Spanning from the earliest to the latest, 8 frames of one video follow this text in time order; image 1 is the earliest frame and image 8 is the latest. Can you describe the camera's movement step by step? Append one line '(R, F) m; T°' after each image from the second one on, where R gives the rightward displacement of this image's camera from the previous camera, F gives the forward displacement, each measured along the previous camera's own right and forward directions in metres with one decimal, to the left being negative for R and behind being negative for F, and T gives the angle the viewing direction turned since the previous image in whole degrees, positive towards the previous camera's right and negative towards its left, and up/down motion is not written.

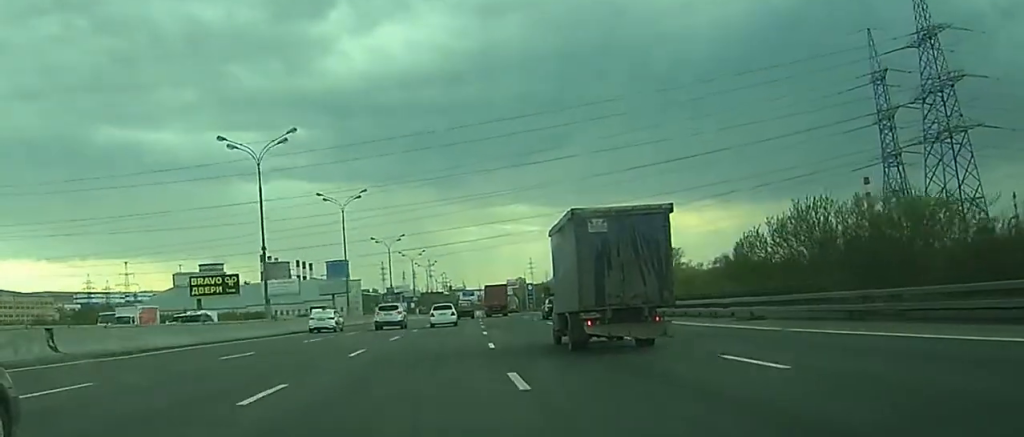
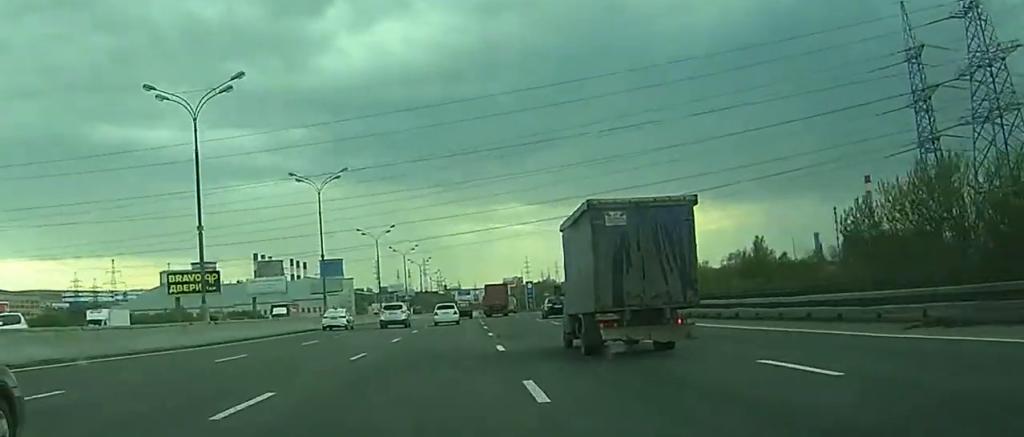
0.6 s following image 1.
(0.0, +14.1) m; 0°
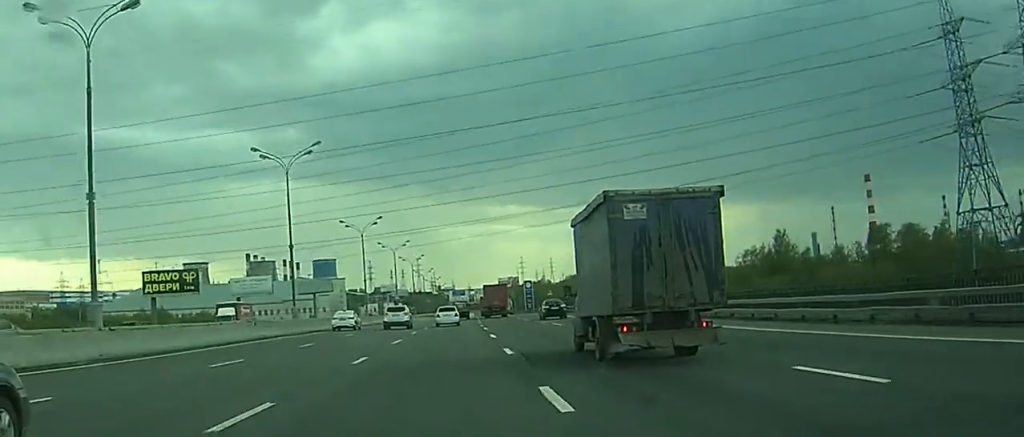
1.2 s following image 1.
(0.0, +13.3) m; +1°
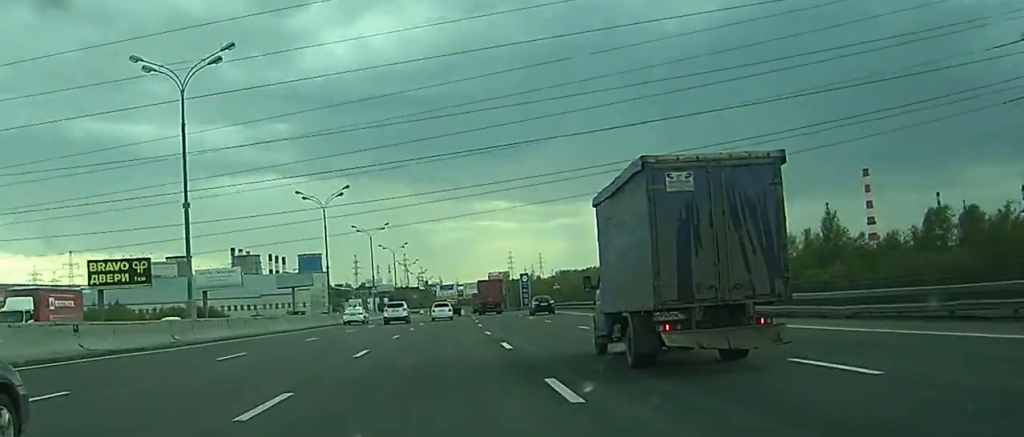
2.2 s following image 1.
(+0.2, +23.9) m; +1°
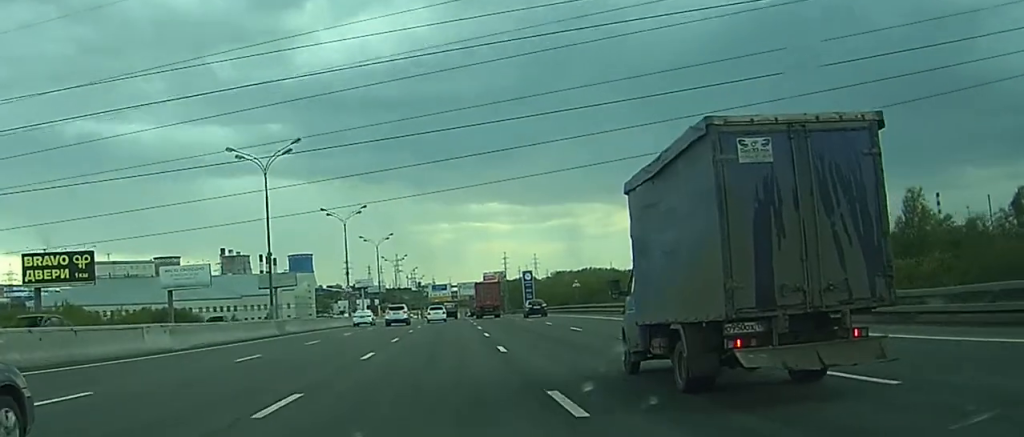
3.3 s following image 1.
(+0.1, +24.2) m; 0°
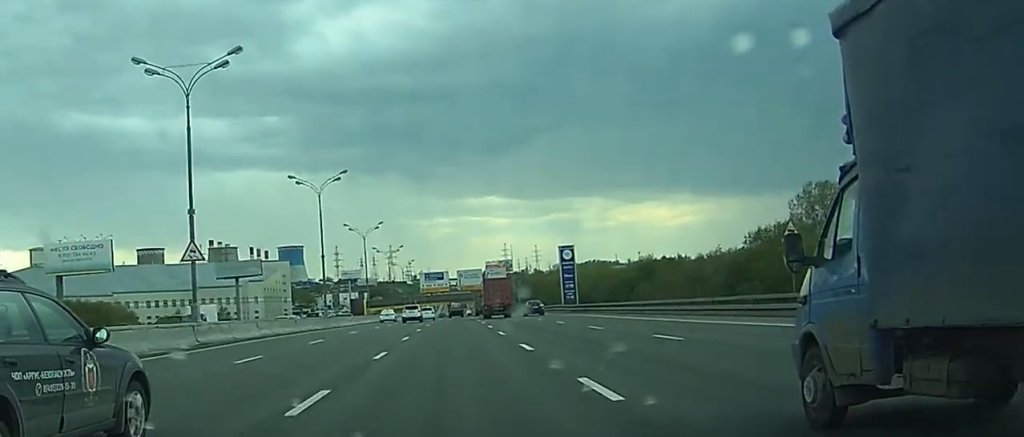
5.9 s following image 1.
(+0.6, +59.7) m; +1°
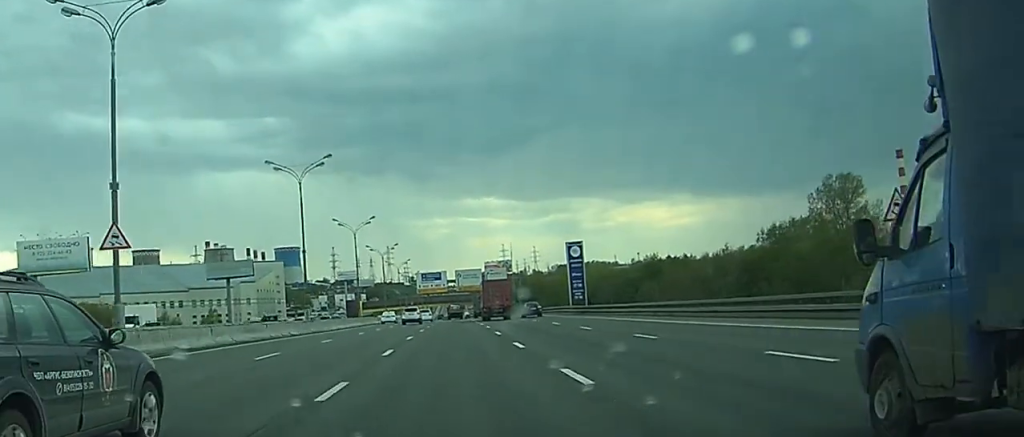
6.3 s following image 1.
(0.0, +8.9) m; 0°
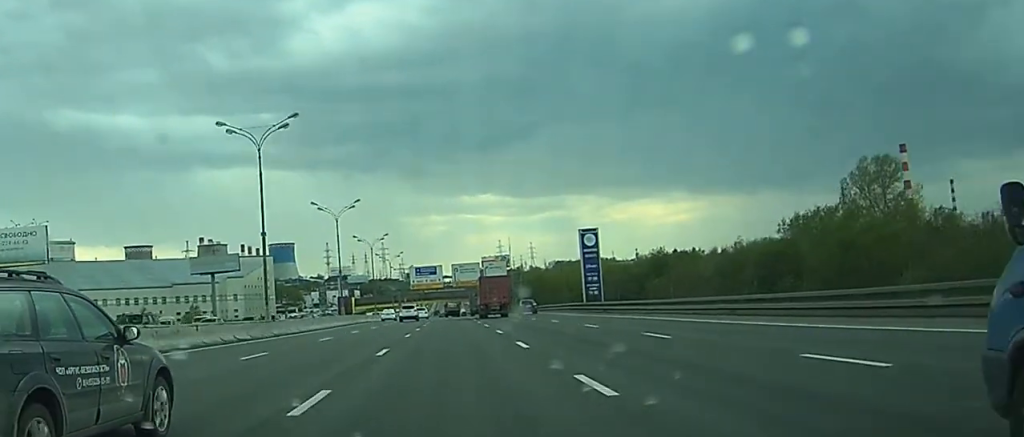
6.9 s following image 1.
(0.0, +13.3) m; 0°
